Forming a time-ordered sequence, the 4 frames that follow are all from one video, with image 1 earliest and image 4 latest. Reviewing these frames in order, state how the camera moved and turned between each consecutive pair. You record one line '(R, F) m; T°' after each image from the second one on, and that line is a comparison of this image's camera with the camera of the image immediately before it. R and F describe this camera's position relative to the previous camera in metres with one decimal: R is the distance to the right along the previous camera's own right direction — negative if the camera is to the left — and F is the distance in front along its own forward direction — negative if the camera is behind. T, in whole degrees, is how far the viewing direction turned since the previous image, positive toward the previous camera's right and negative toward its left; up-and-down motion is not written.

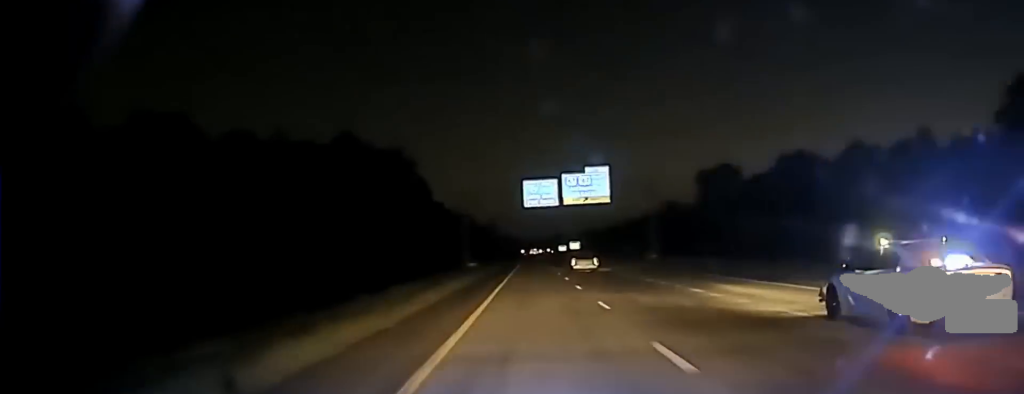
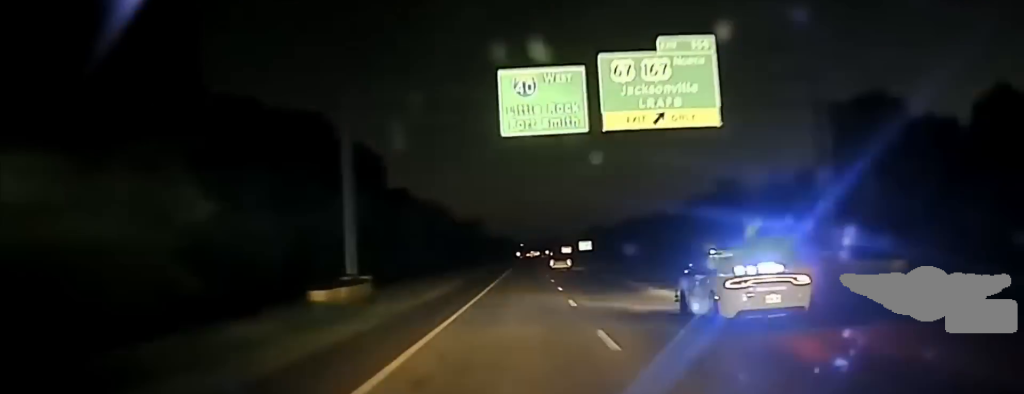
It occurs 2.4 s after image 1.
(-0.1, +71.0) m; 0°
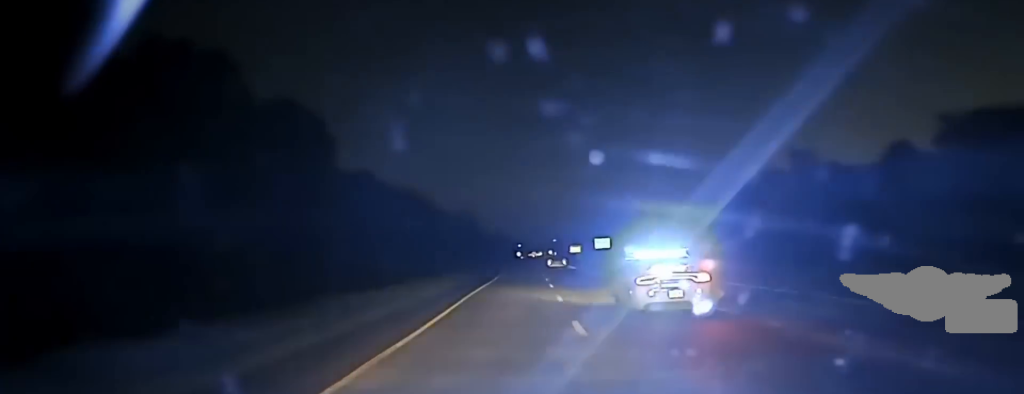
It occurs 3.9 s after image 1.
(+0.2, +47.0) m; 0°
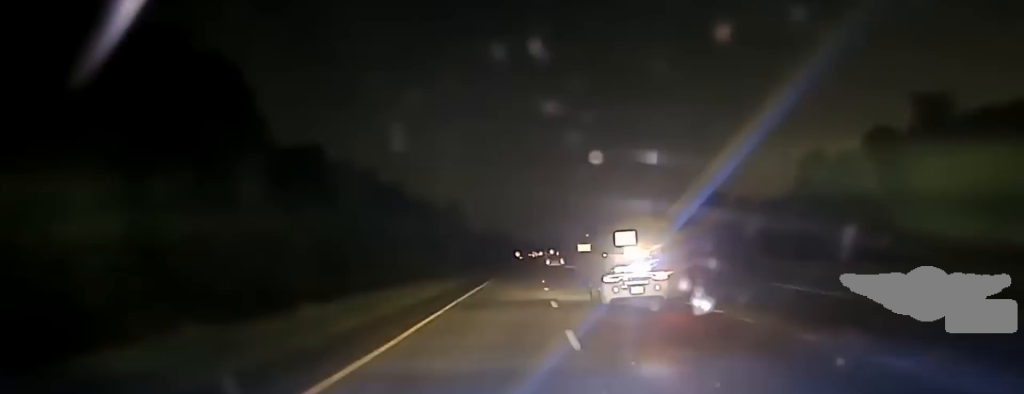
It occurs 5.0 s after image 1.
(-0.1, +40.2) m; 0°
